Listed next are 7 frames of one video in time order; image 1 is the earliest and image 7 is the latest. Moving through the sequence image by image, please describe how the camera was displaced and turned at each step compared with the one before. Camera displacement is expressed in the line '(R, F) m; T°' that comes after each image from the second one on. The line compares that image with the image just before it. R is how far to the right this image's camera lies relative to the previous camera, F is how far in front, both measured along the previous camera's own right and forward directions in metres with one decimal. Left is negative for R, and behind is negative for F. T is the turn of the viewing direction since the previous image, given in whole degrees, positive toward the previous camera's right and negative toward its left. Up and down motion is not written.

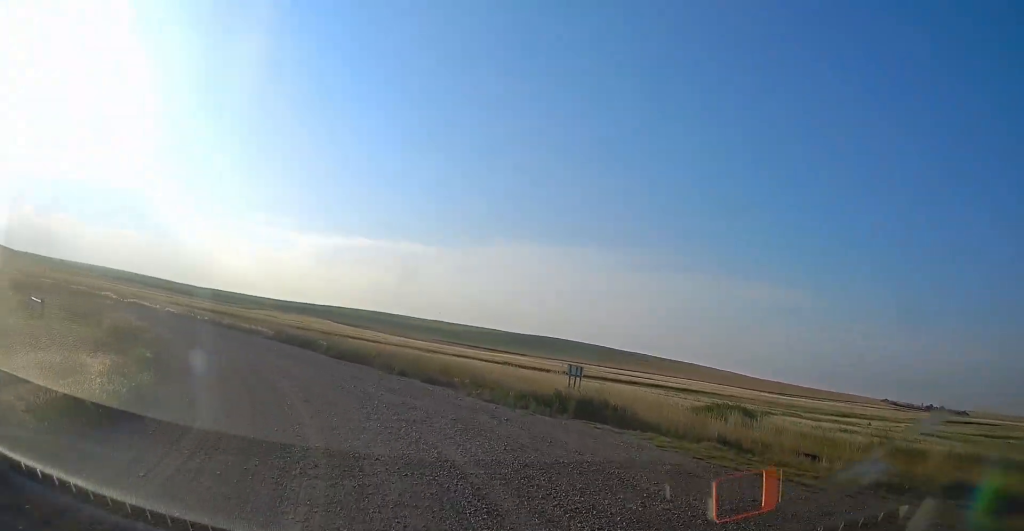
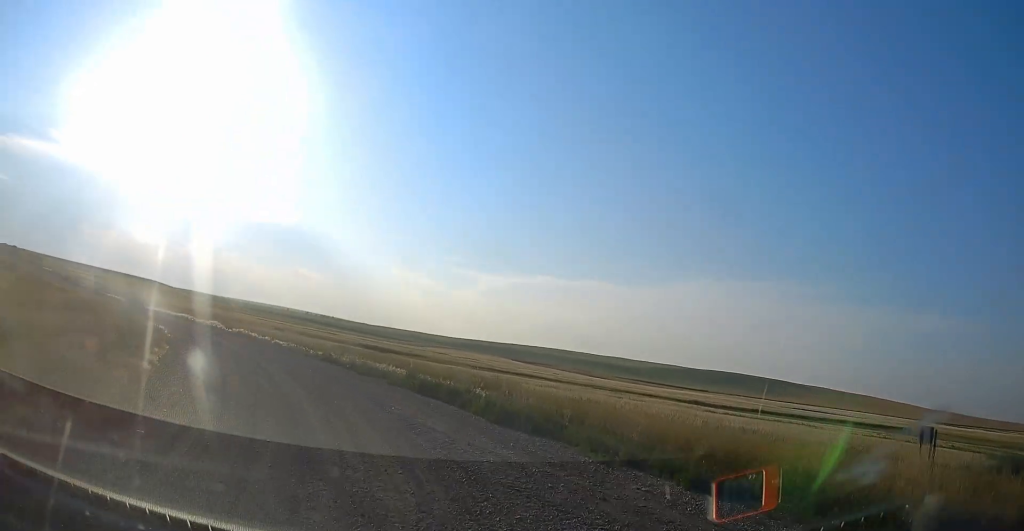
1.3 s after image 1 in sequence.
(-1.8, +9.8) m; -19°
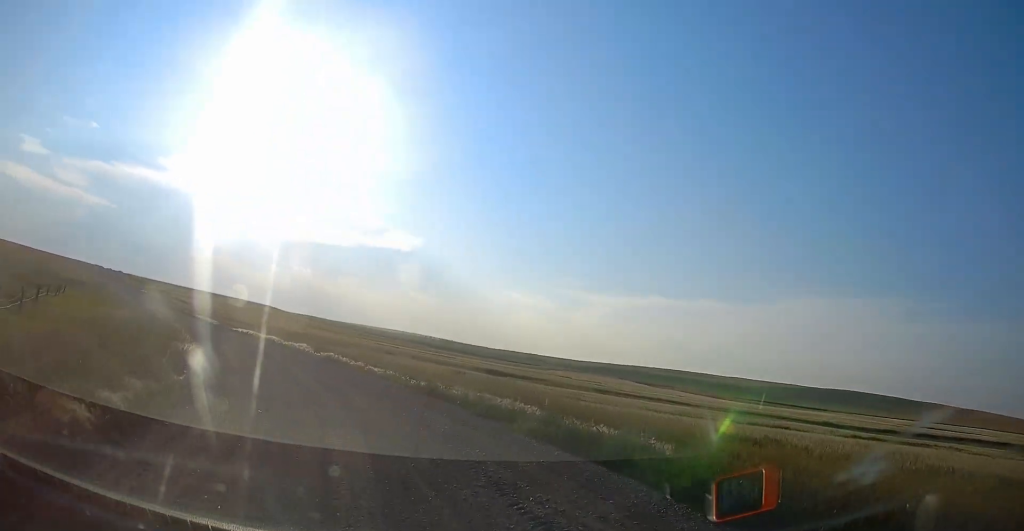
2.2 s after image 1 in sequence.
(-0.3, +5.8) m; -11°
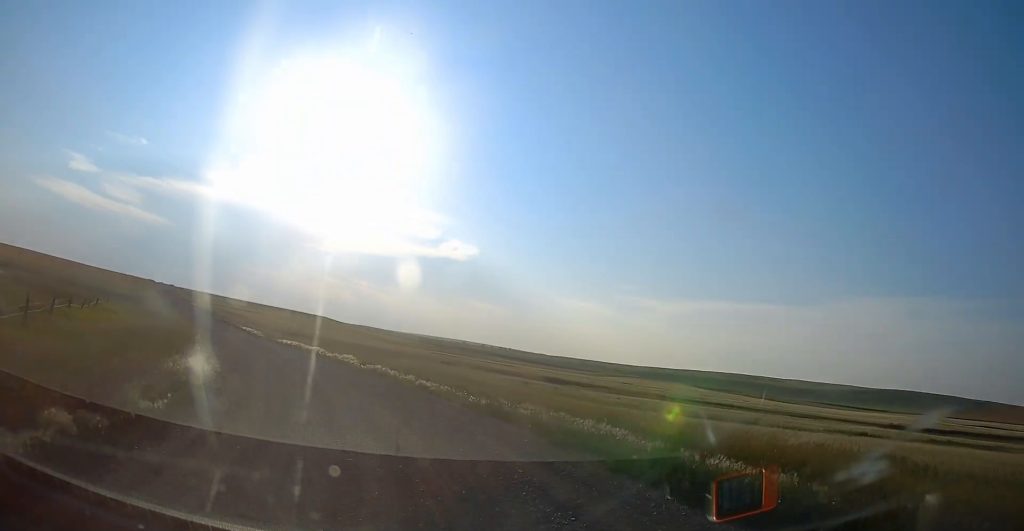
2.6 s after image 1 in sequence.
(-0.3, +3.1) m; -8°
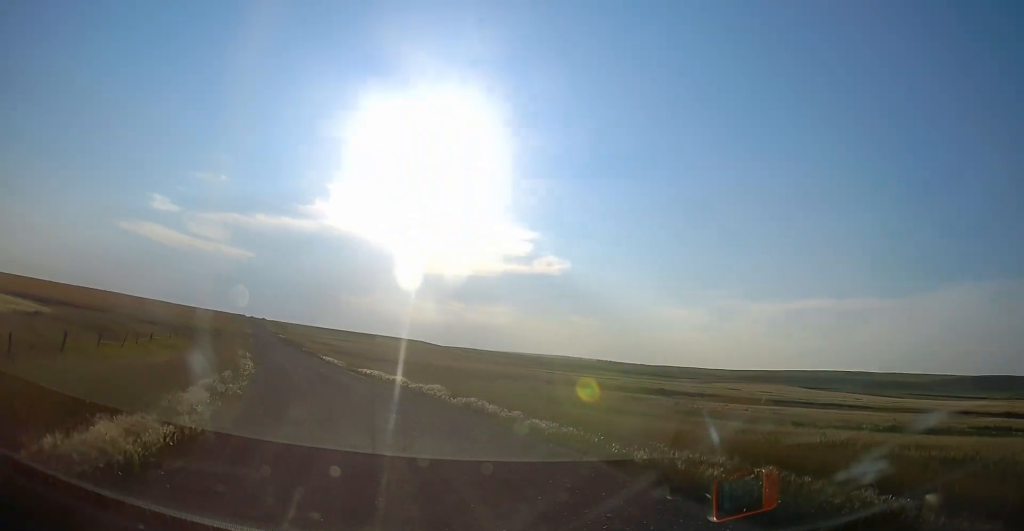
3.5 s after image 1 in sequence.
(-0.8, +5.7) m; -14°
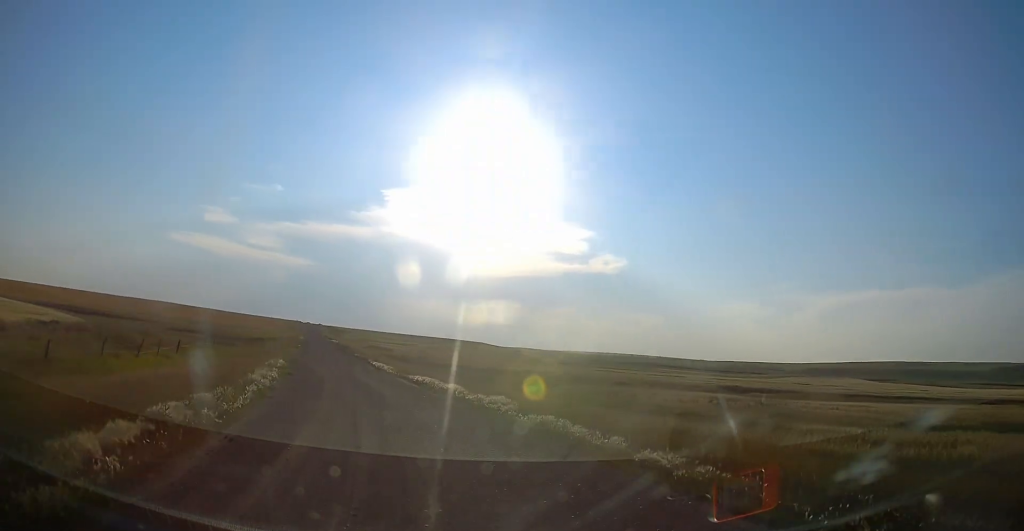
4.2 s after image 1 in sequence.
(-0.4, +4.2) m; -5°
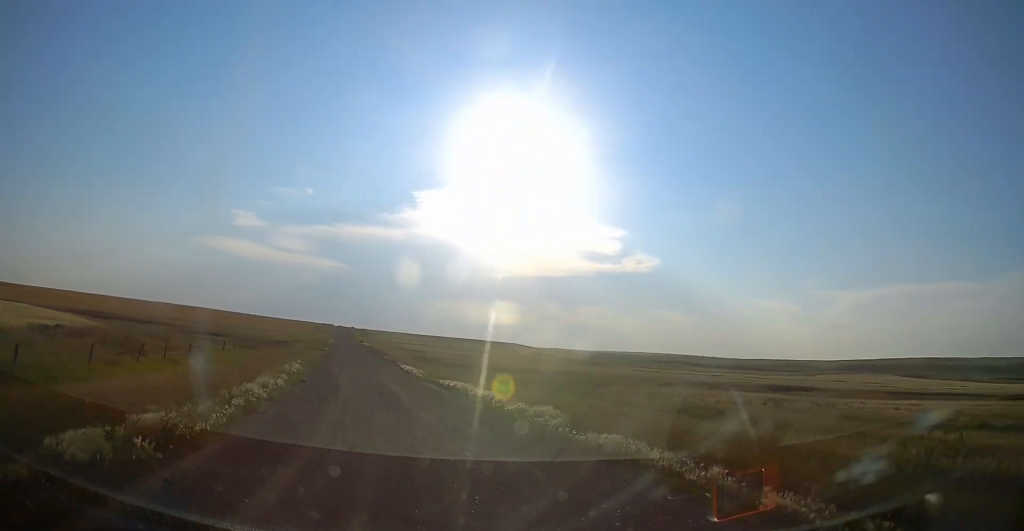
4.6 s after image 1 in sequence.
(-0.1, +2.9) m; -1°
